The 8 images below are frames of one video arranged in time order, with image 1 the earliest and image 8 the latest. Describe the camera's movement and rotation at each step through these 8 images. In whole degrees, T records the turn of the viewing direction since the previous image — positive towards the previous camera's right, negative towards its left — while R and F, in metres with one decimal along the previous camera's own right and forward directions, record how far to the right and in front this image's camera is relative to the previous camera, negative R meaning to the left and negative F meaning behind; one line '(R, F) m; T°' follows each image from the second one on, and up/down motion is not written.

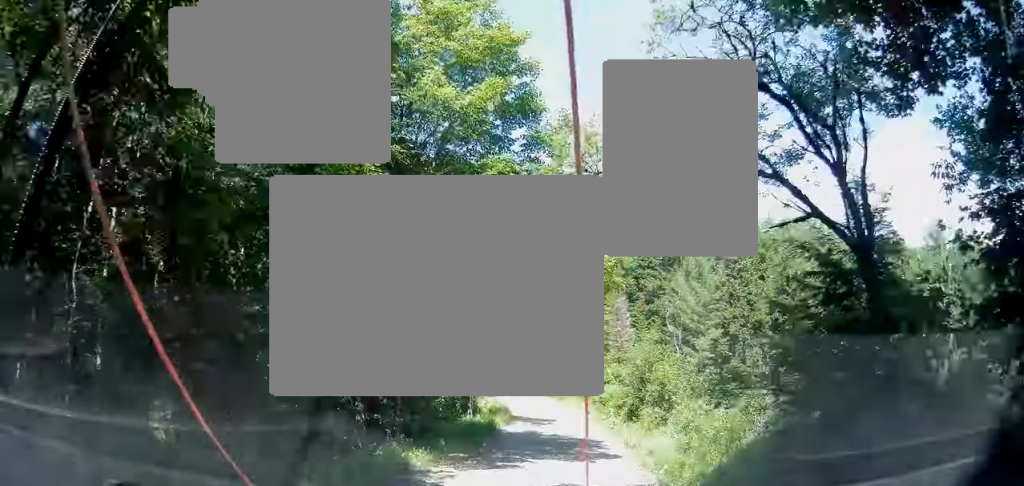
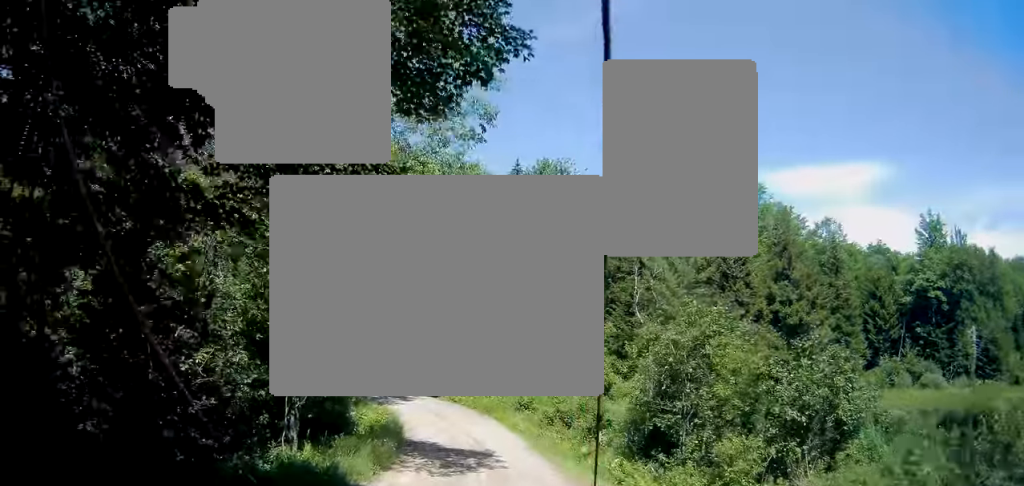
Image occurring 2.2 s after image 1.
(-0.8, +16.9) m; -4°
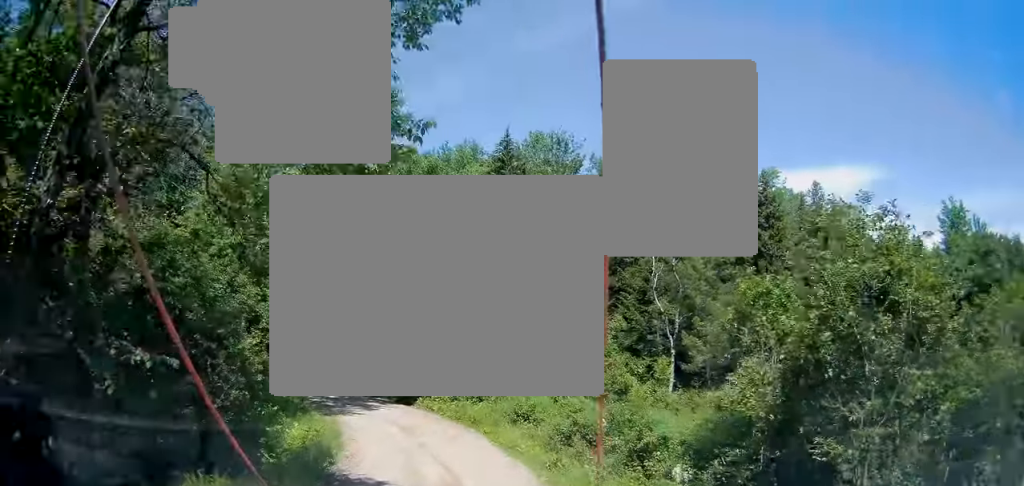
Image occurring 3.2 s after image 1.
(+0.1, +8.1) m; +3°
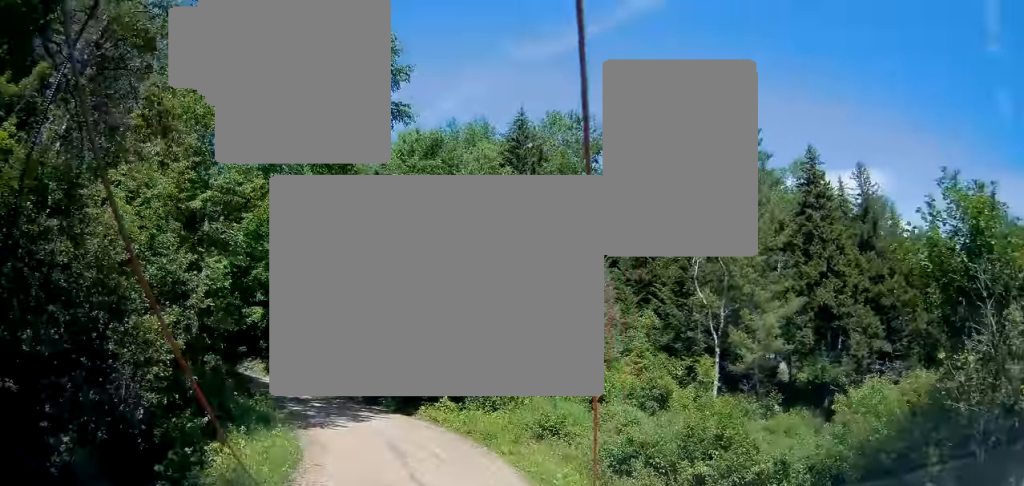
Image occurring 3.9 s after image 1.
(+0.2, +5.3) m; -2°
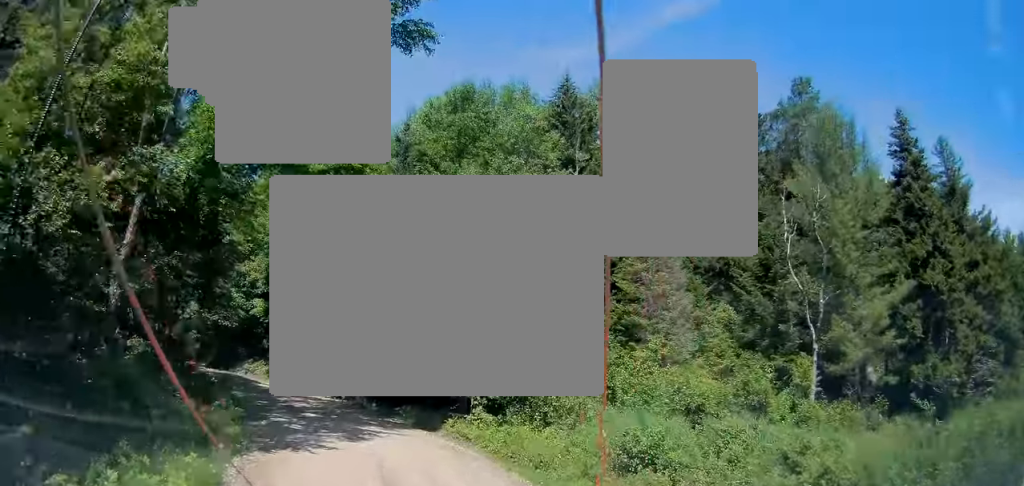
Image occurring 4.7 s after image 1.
(-0.2, +6.5) m; -6°
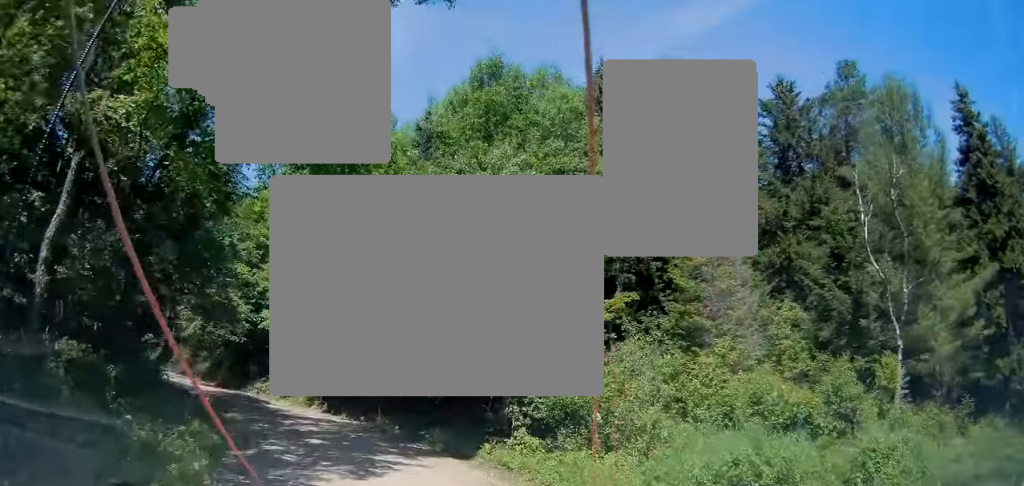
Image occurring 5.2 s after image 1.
(0.0, +3.8) m; -5°
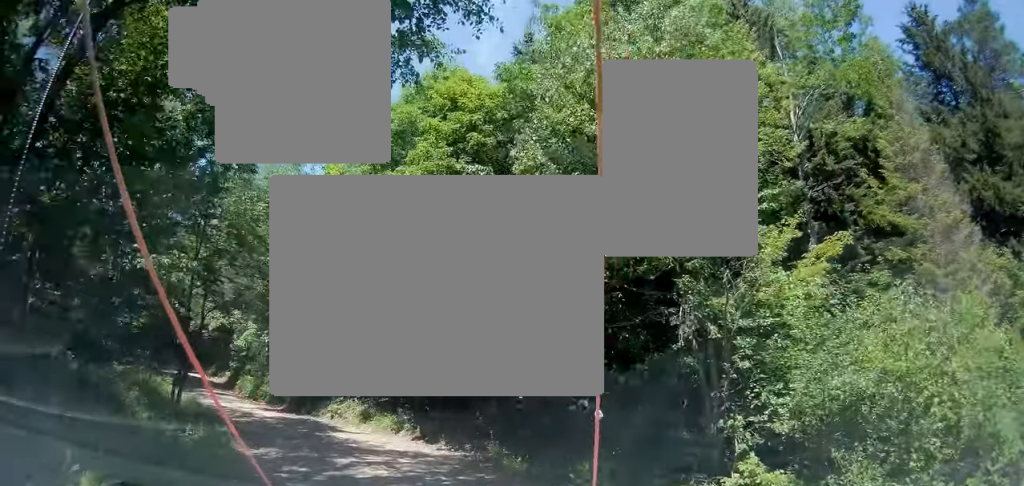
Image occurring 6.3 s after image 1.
(-0.8, +8.2) m; -12°
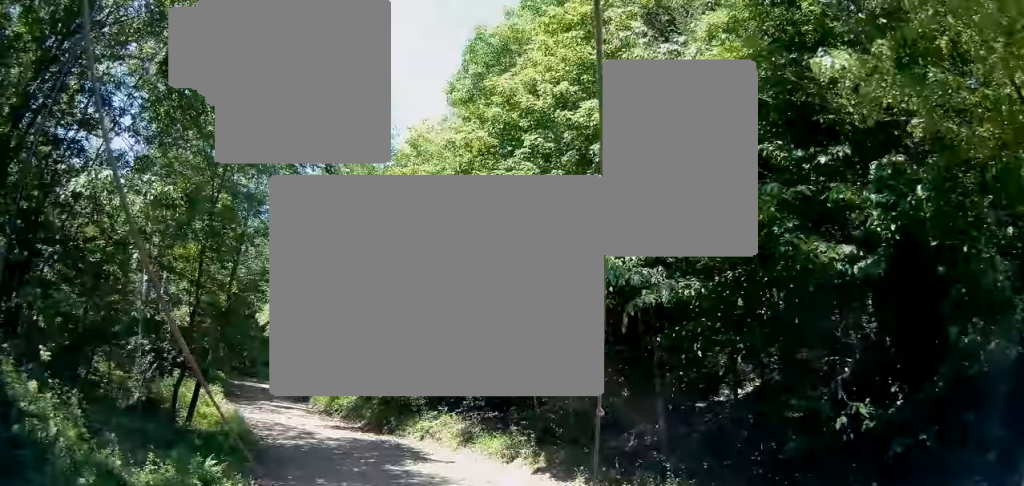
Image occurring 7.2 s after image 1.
(-0.7, +7.2) m; -11°
